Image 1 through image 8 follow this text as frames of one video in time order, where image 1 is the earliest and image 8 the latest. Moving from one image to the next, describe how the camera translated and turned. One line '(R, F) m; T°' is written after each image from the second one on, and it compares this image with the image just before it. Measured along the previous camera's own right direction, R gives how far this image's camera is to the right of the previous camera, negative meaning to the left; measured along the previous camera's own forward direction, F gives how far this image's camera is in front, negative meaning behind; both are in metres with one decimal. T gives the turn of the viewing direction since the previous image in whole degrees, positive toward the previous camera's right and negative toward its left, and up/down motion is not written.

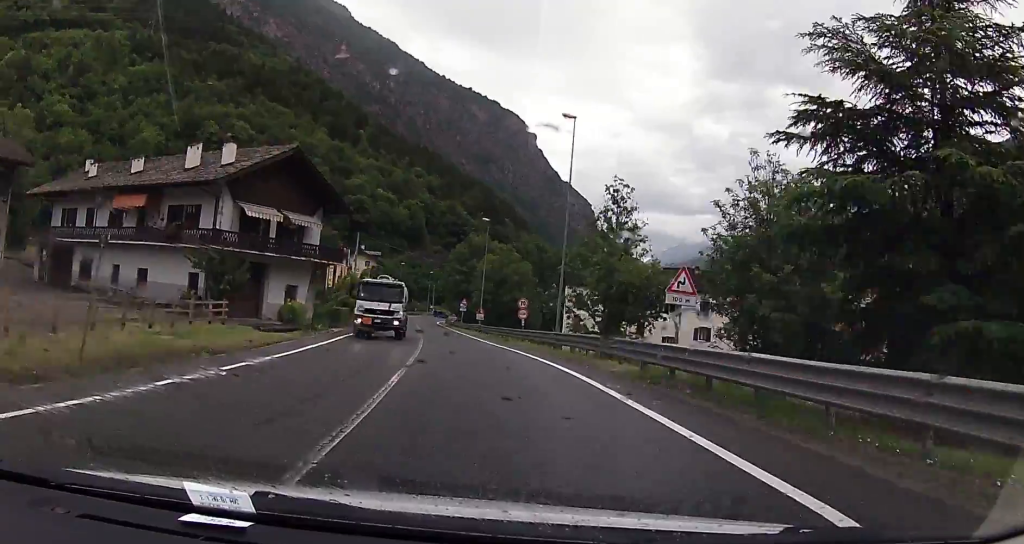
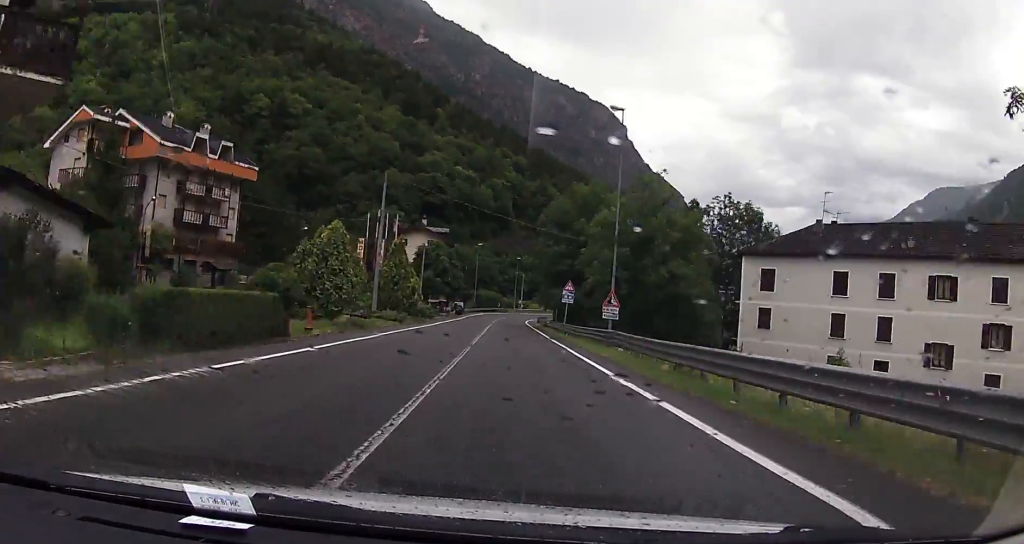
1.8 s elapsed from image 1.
(-2.8, +35.3) m; -7°
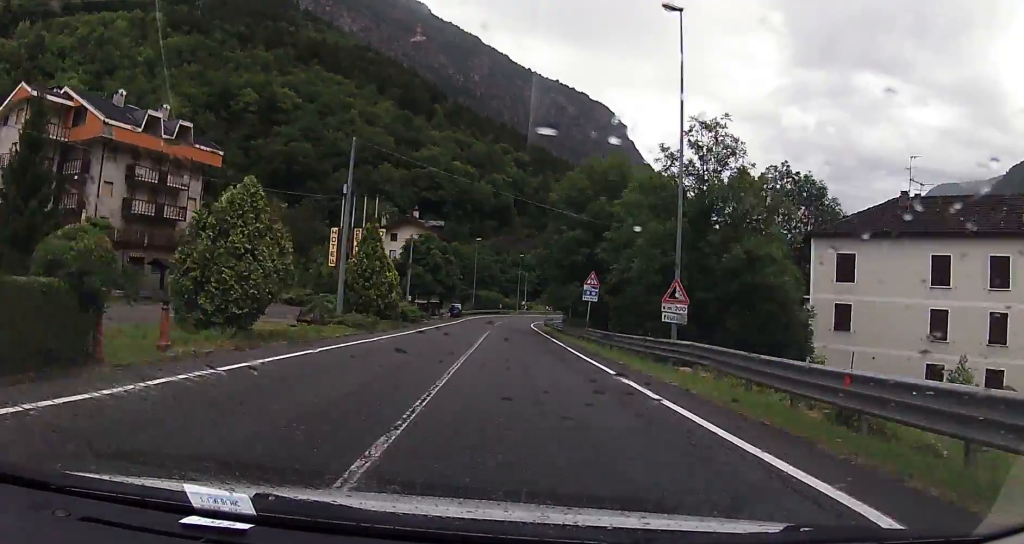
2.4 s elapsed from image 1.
(-0.1, +11.2) m; -1°
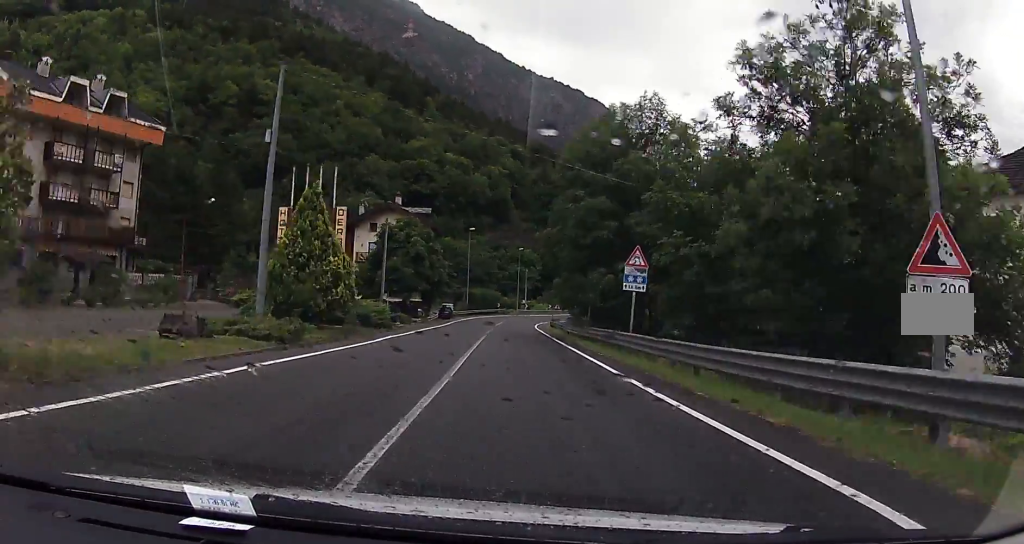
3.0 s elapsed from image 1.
(-0.3, +12.7) m; -1°
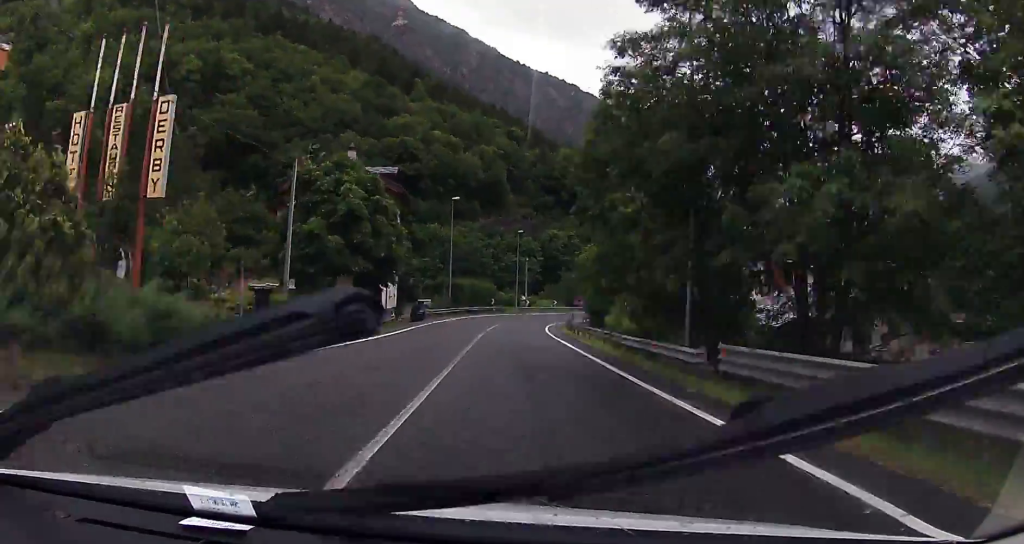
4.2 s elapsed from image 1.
(-0.1, +22.6) m; +1°
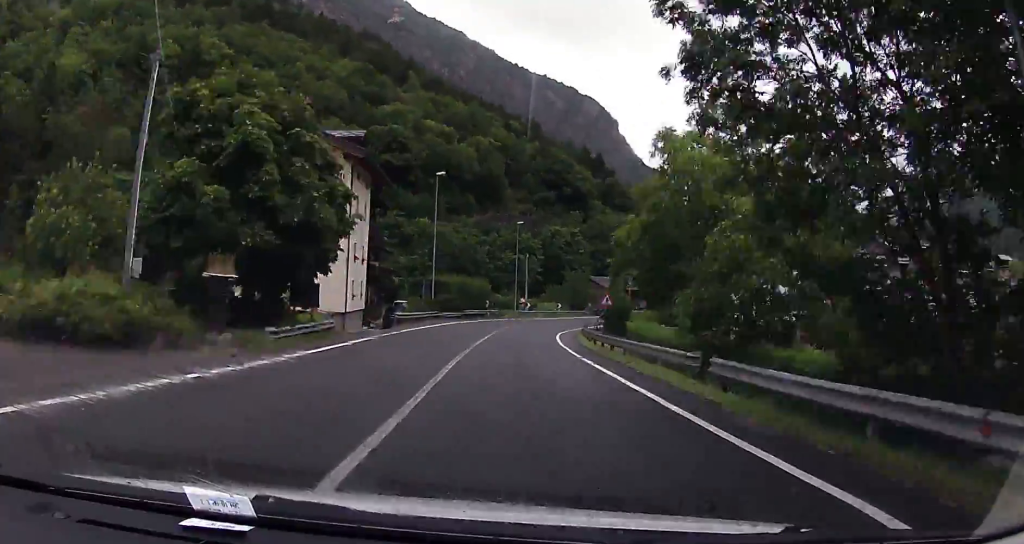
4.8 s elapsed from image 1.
(+0.4, +13.2) m; +1°
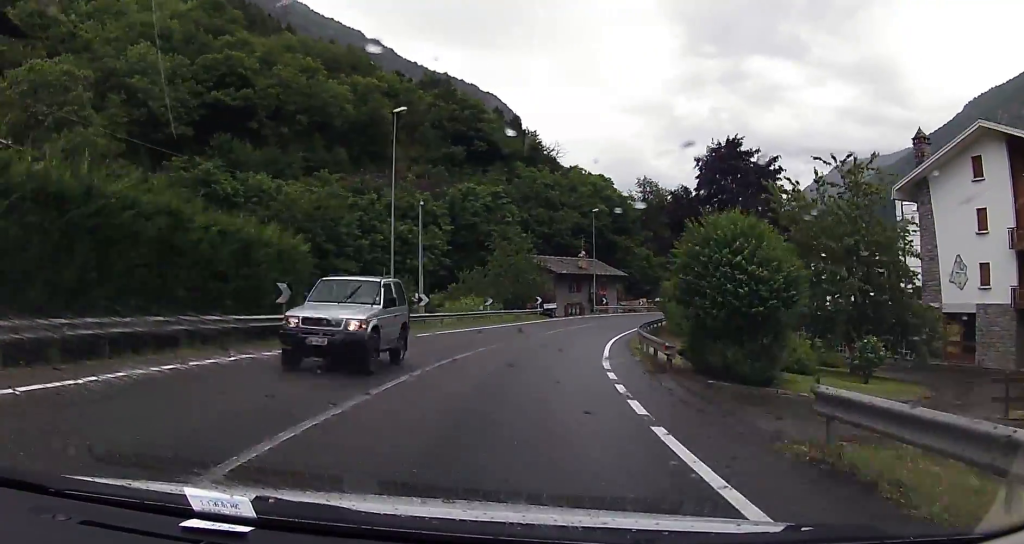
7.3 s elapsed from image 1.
(+2.9, +46.4) m; +11°
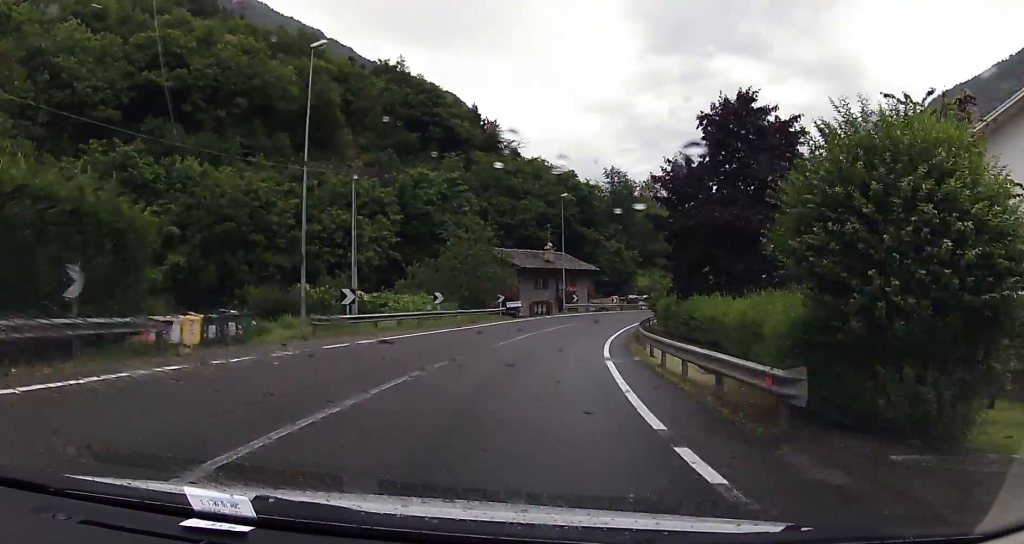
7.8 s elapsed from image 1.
(+0.5, +8.8) m; +4°
